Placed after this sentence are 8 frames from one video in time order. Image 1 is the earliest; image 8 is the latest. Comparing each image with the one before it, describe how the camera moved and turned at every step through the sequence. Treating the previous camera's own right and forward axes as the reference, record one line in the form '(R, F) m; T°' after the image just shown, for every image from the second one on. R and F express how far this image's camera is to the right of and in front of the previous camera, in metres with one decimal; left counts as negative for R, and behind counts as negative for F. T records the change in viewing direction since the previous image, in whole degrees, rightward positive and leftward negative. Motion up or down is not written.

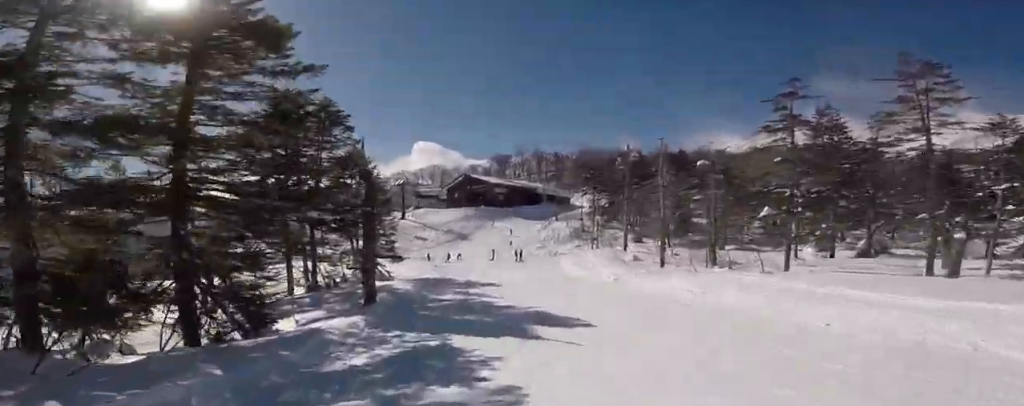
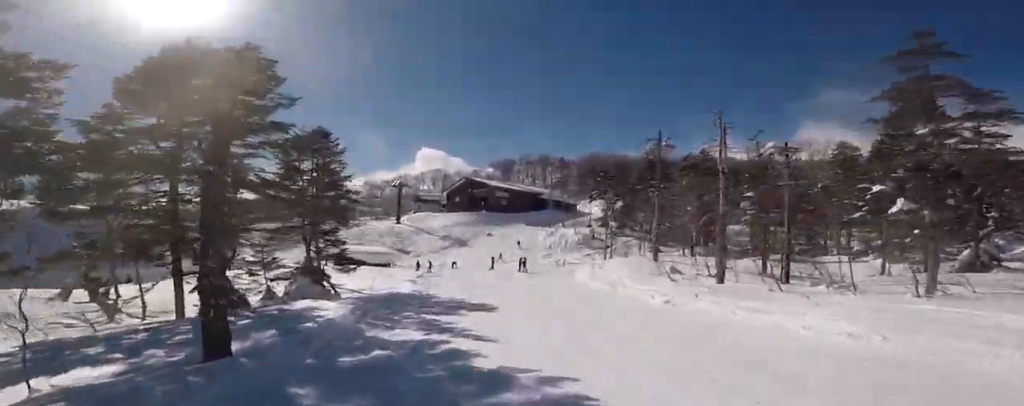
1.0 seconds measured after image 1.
(+0.8, +6.7) m; +4°
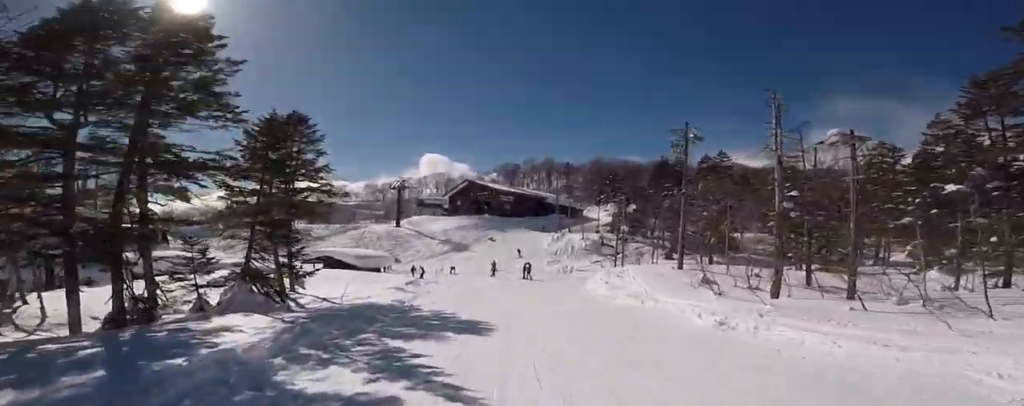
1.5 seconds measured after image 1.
(+0.6, +3.6) m; -1°
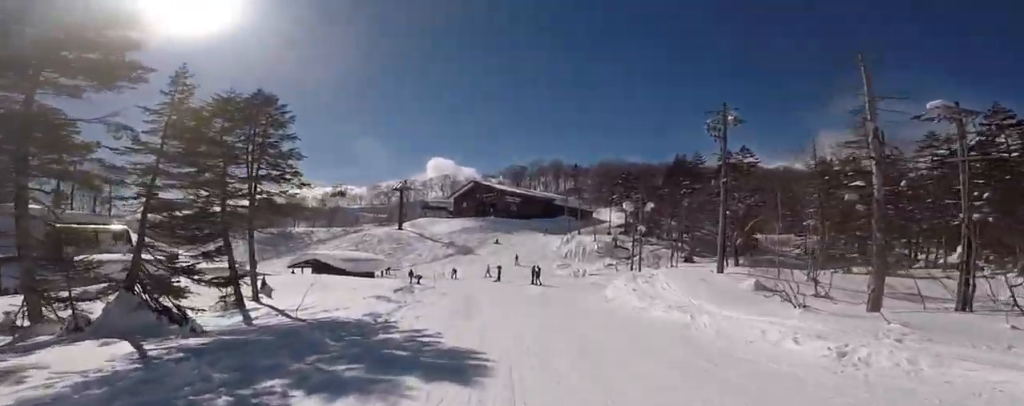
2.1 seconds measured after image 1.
(-1.0, +3.8) m; -7°
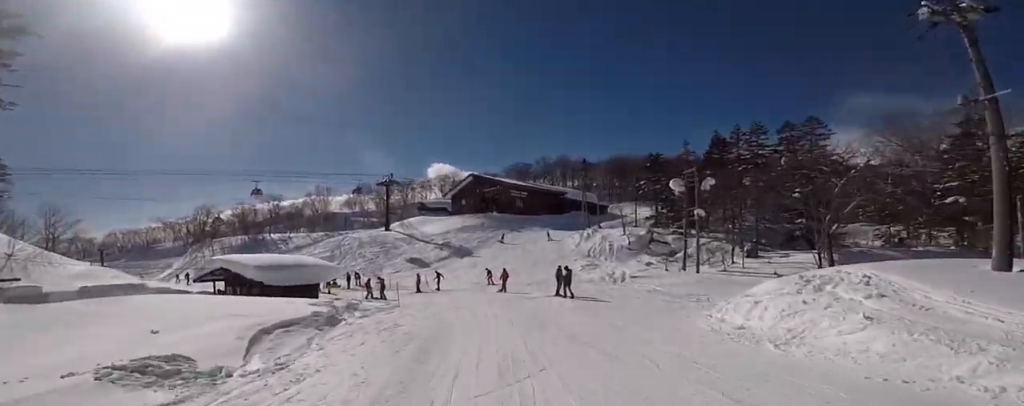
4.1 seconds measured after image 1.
(-0.8, +12.5) m; -7°
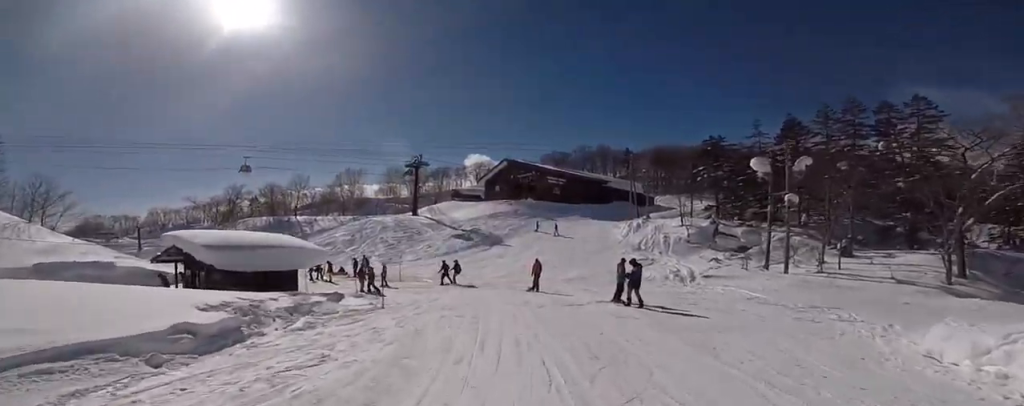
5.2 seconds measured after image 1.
(-0.2, +6.2) m; -8°
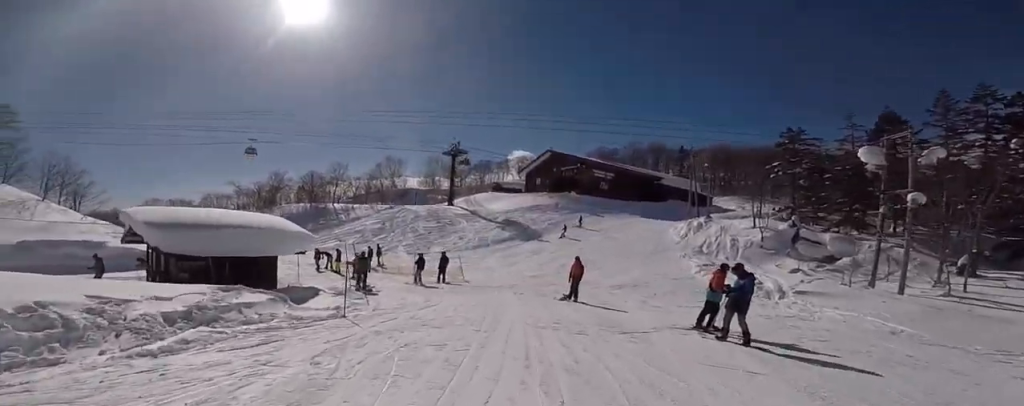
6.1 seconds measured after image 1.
(-0.4, +4.2) m; -8°
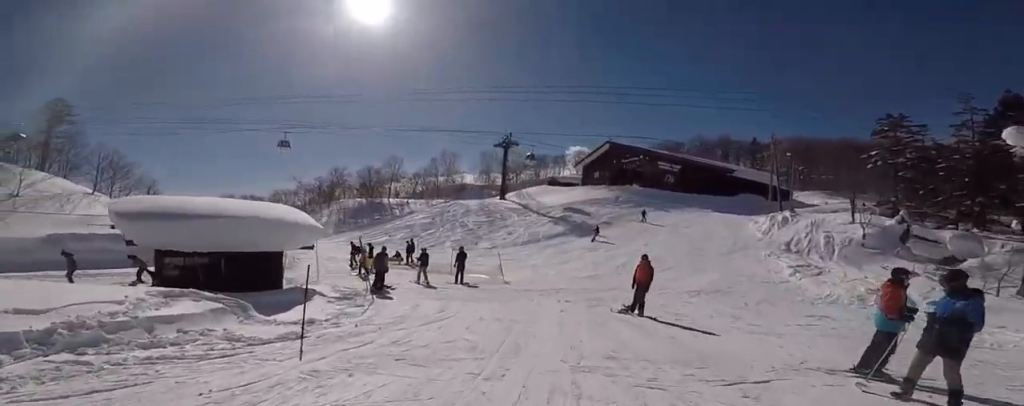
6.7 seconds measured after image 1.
(-0.2, +2.8) m; -4°
